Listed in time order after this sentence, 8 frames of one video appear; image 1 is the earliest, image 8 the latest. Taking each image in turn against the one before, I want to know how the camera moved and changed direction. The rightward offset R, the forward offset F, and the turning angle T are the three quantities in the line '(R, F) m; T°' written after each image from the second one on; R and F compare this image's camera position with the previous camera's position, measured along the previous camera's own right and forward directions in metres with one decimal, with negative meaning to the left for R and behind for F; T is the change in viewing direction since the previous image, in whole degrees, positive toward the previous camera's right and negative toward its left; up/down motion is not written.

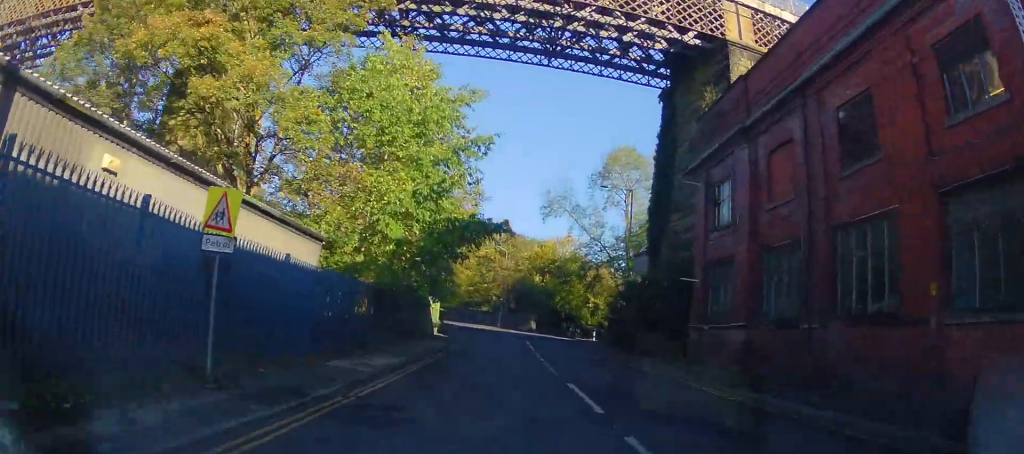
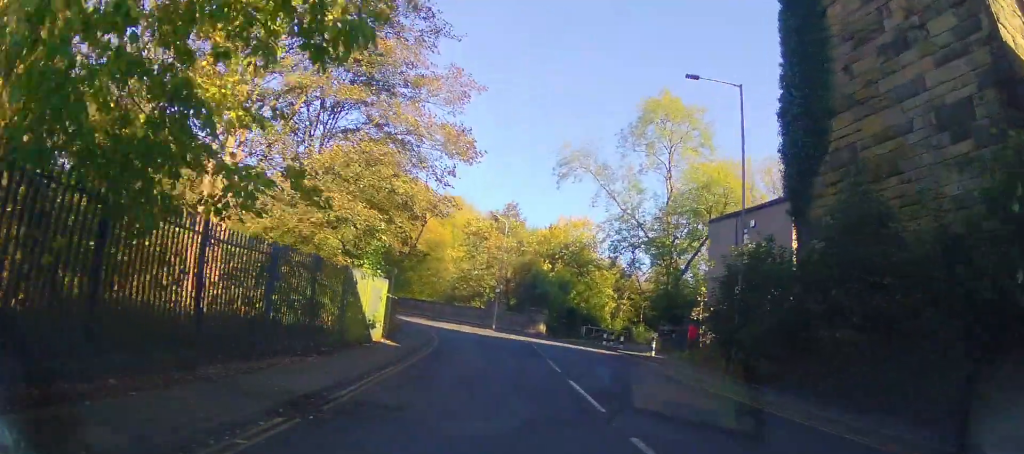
(0.0, +18.5) m; 0°
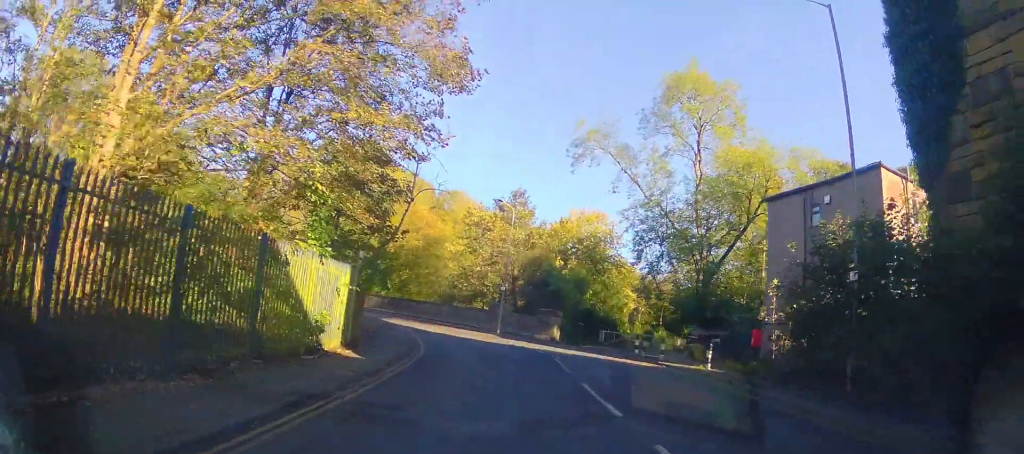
(0.0, +6.7) m; -1°
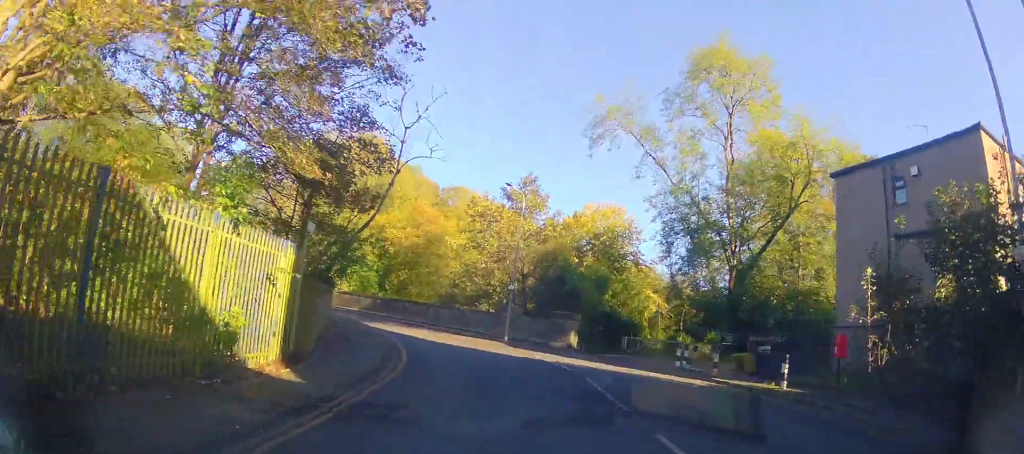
(+0.1, +5.4) m; -1°
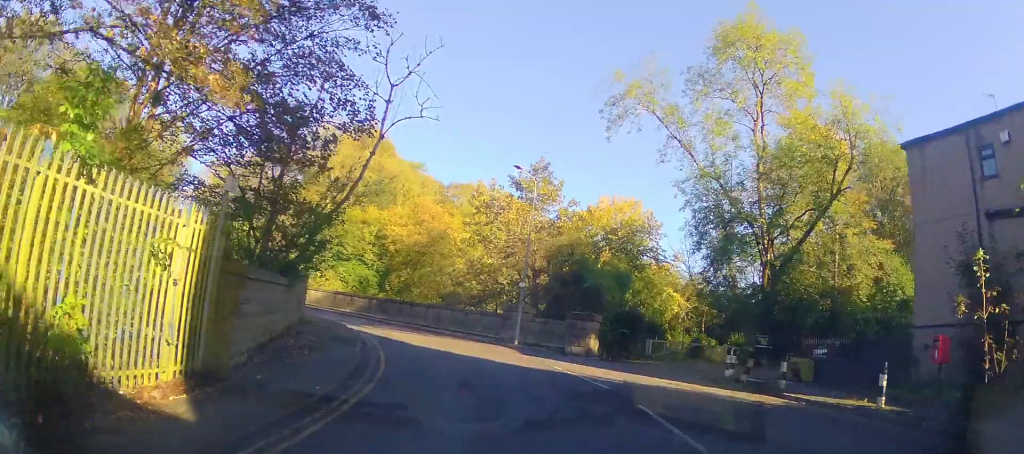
(-0.1, +4.3) m; -1°
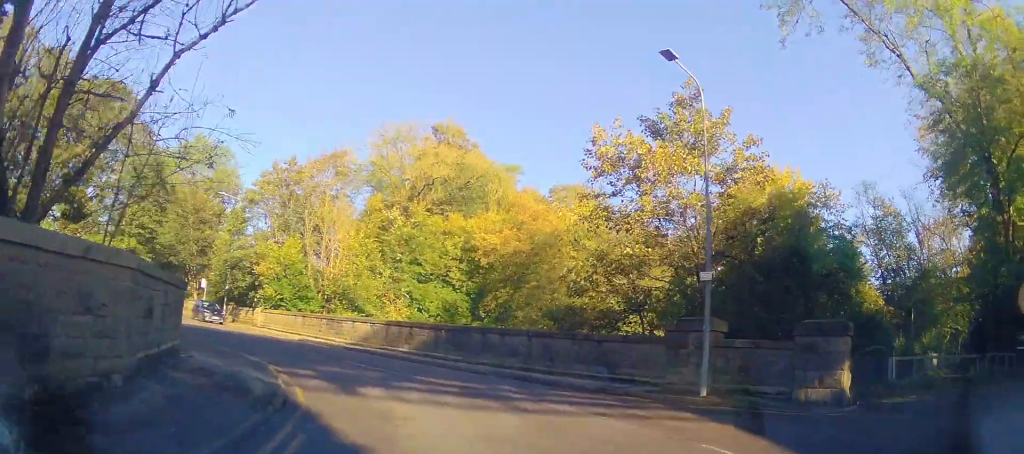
(-0.3, +15.5) m; -3°
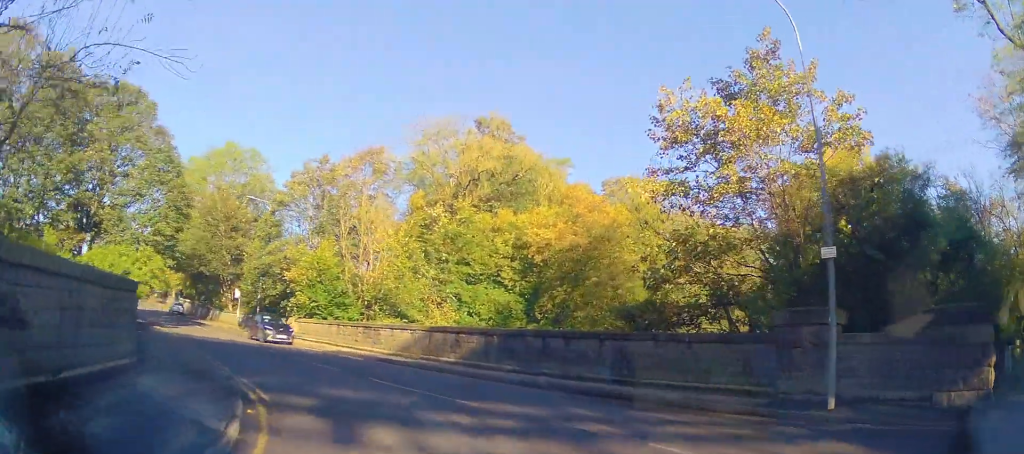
(+0.1, +4.1) m; -3°
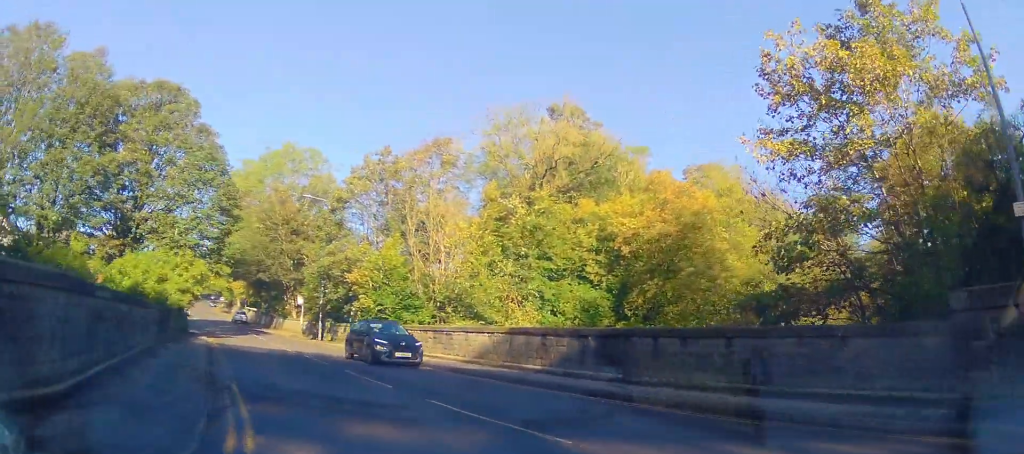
(-0.3, +3.8) m; -8°
